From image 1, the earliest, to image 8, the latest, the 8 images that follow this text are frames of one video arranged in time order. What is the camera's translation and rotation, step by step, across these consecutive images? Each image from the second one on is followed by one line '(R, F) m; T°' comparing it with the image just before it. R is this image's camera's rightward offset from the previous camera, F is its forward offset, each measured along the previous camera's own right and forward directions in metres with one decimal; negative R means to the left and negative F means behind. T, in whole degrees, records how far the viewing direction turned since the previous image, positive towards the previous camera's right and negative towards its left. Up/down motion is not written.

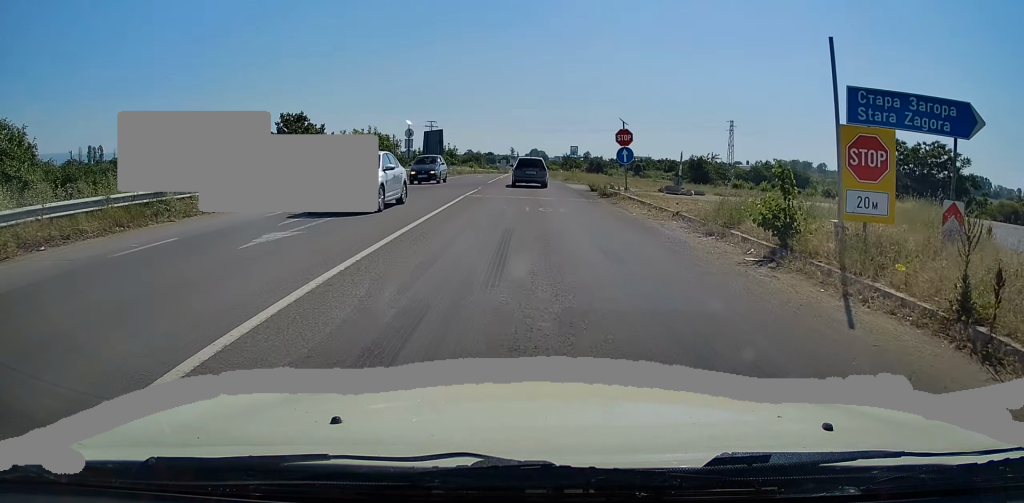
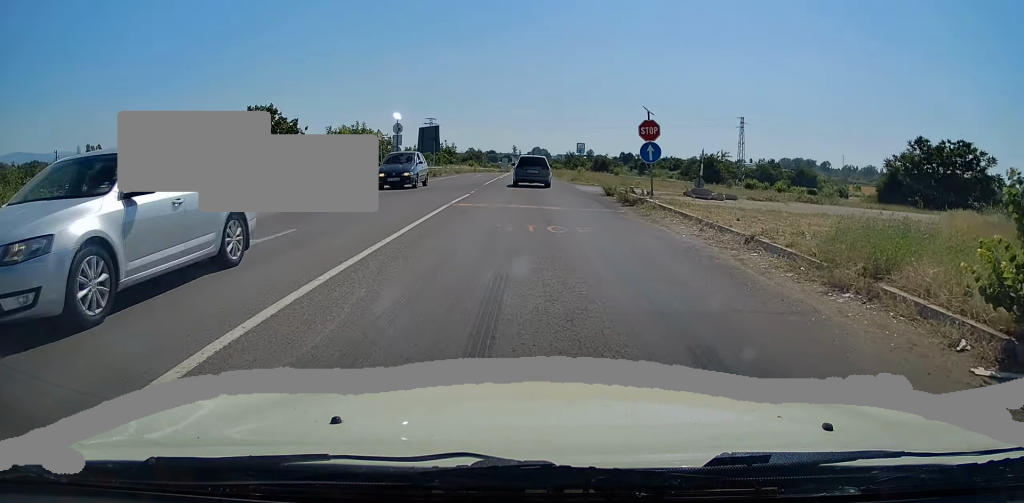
(0.0, +5.0) m; 0°
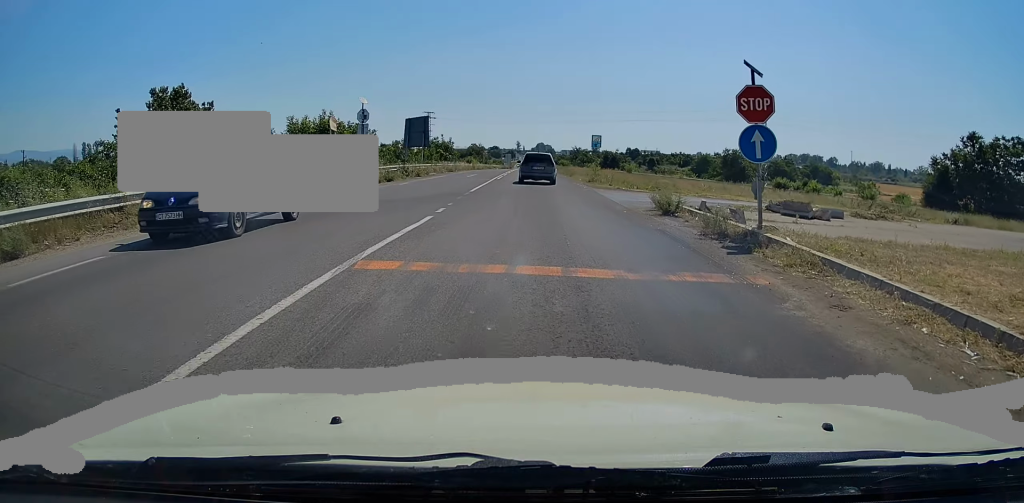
(-0.1, +10.1) m; -3°
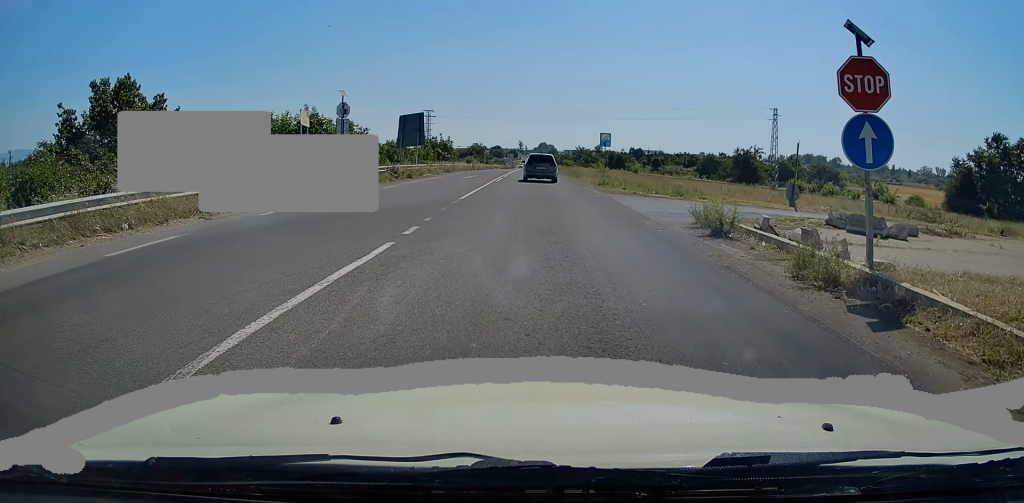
(-0.2, +4.2) m; 0°
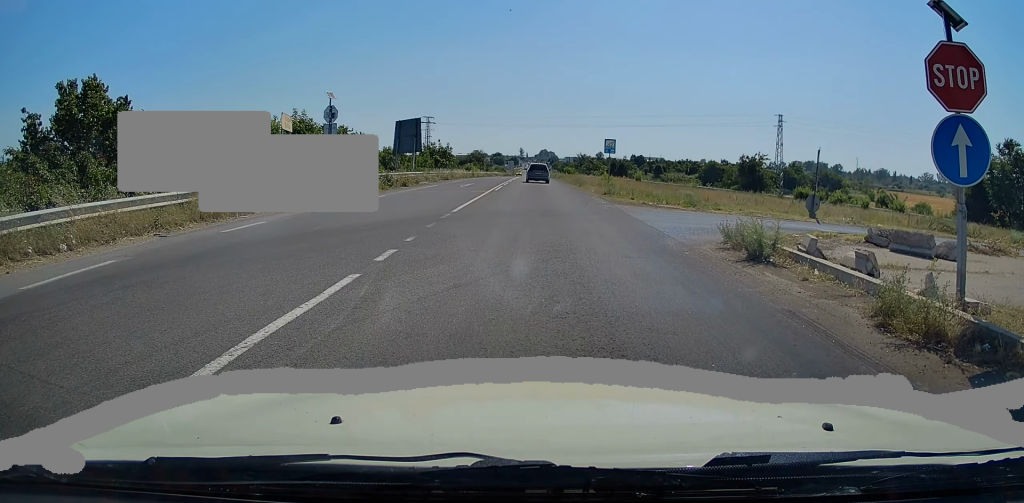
(+0.2, +2.6) m; 0°
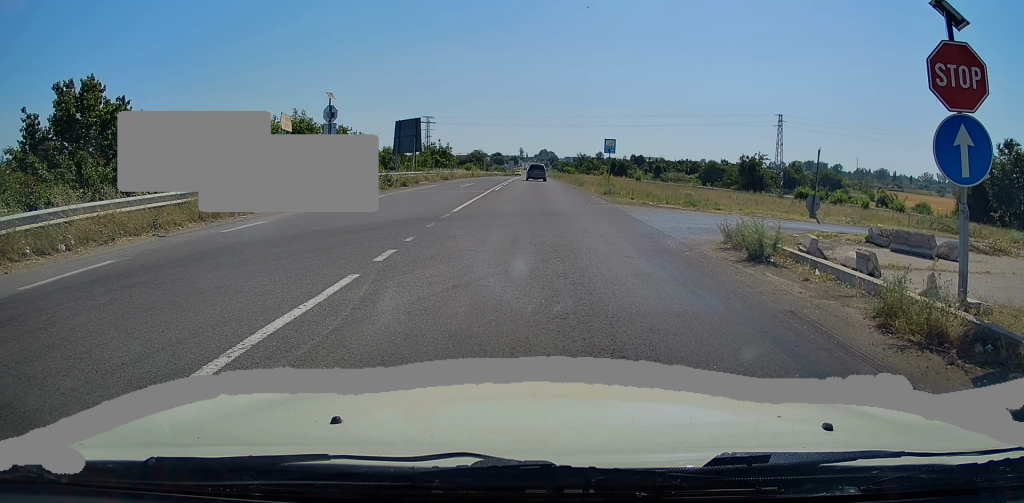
(0.0, 0.0) m; 0°
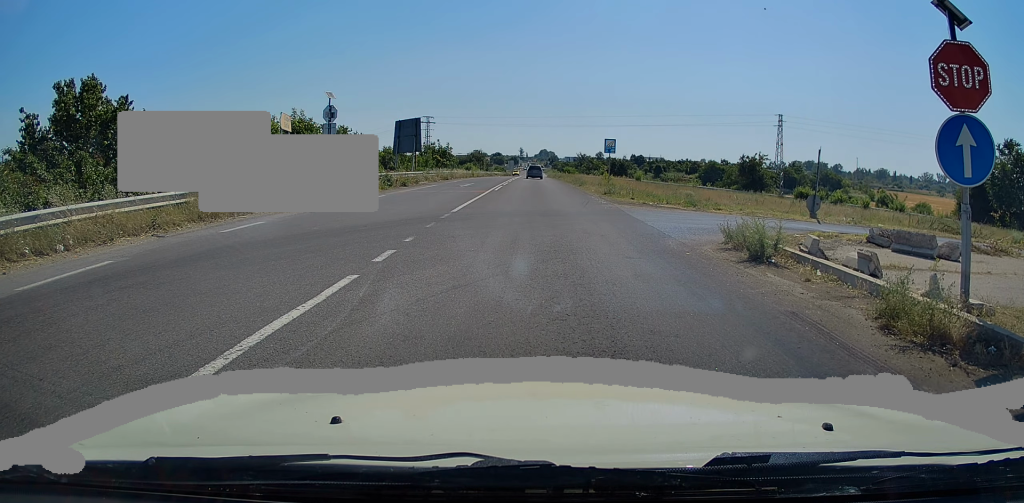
(0.0, 0.0) m; 0°
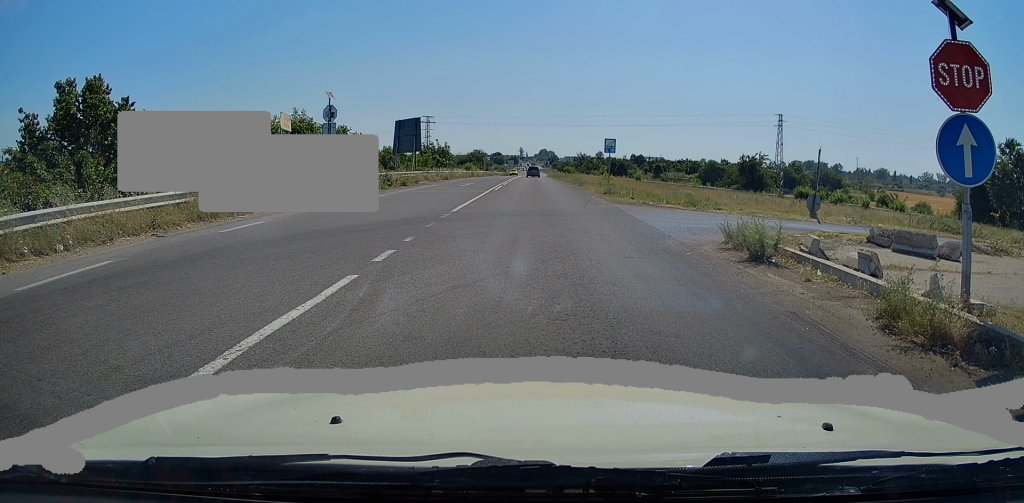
(0.0, 0.0) m; 0°
